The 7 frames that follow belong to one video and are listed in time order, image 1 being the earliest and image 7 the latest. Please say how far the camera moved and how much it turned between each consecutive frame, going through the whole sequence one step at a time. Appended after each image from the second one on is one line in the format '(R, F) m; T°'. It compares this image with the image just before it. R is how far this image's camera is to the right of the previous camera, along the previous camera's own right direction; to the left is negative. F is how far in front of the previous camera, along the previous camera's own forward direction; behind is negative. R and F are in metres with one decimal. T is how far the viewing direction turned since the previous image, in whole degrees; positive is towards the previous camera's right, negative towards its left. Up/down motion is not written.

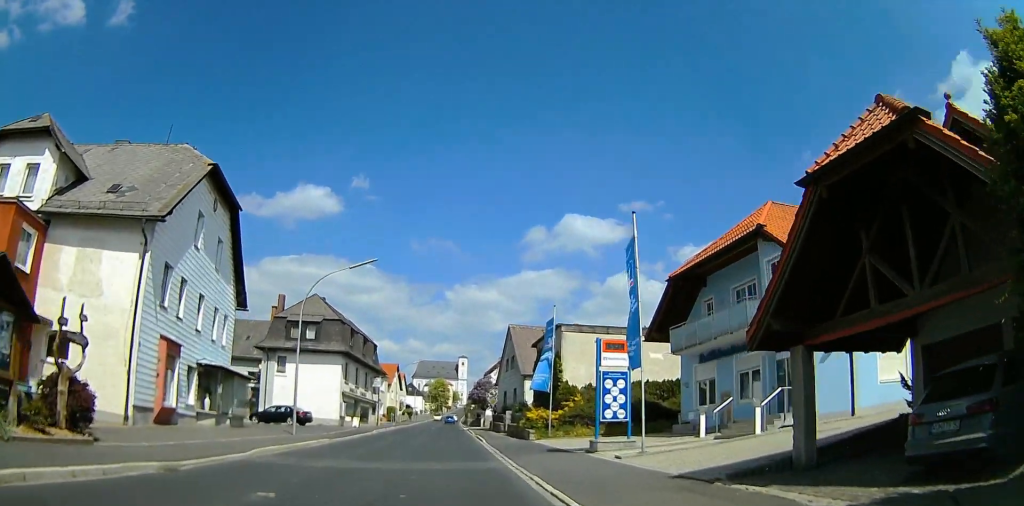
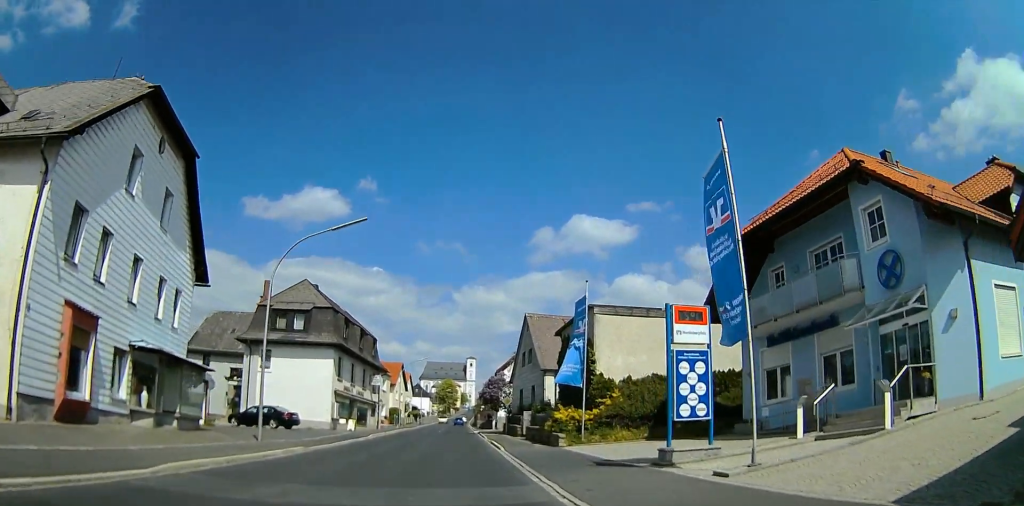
(0.0, +6.5) m; 0°
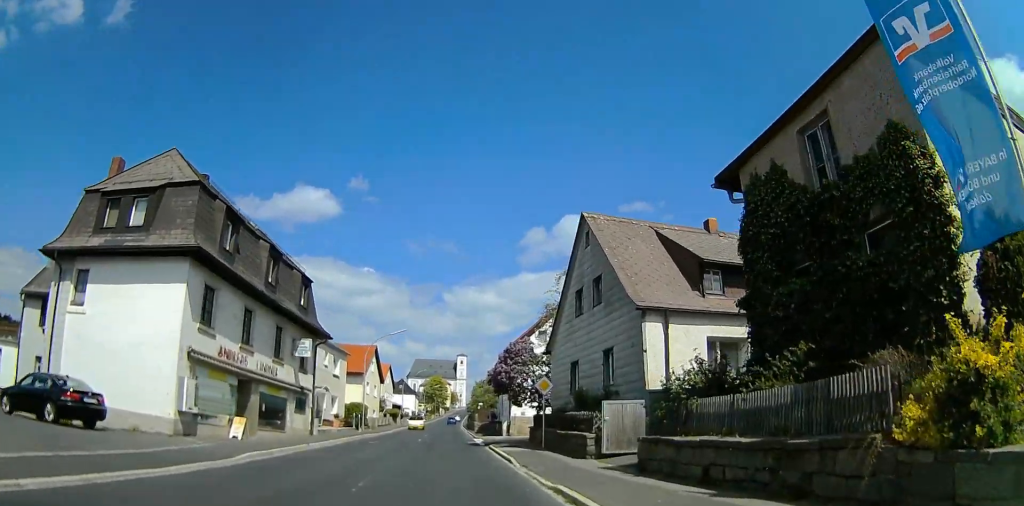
(+0.3, +23.0) m; +6°
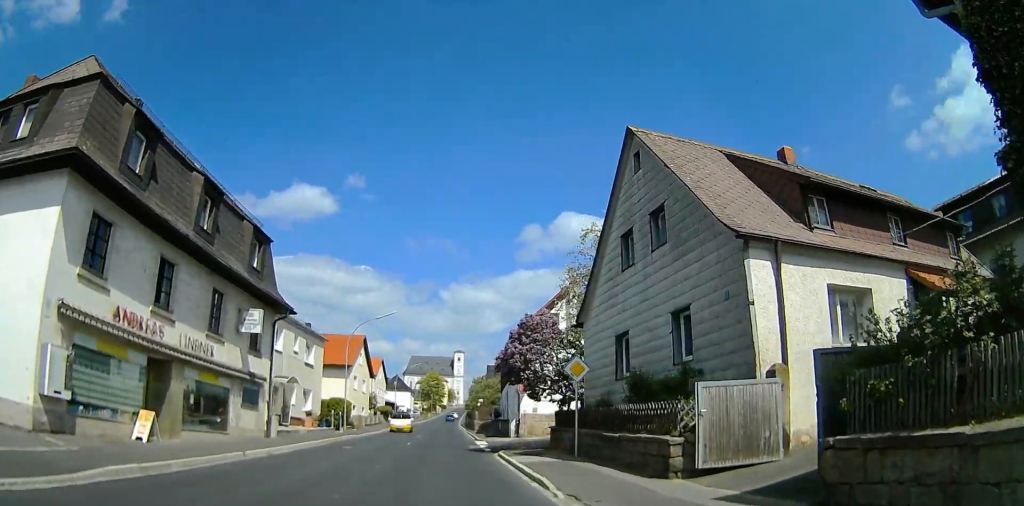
(+1.0, +6.9) m; -4°
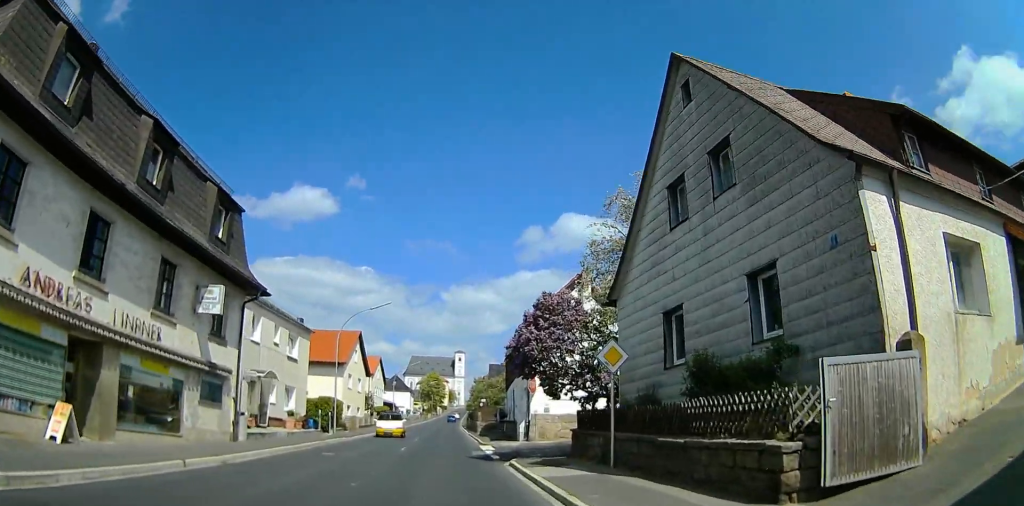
(-0.7, +4.0) m; -5°
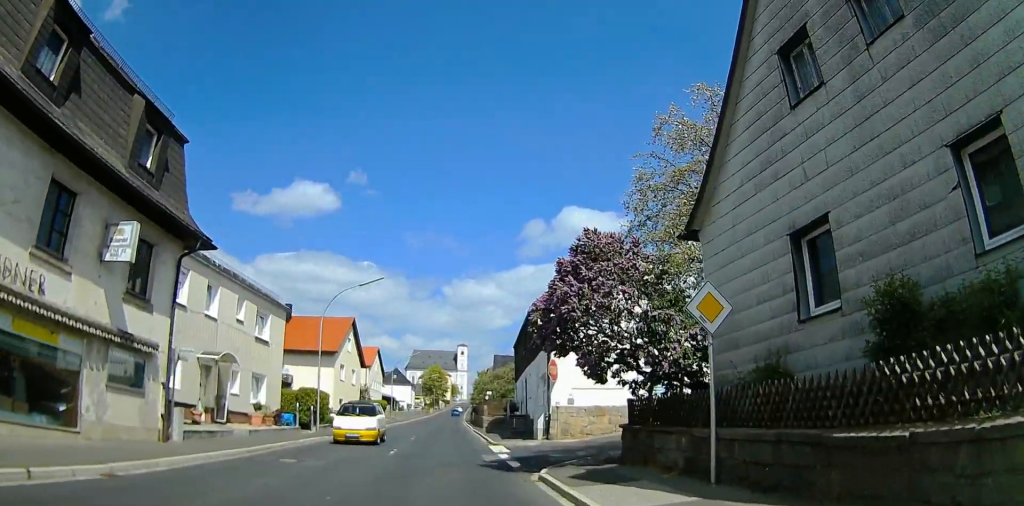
(-0.7, +6.0) m; -6°
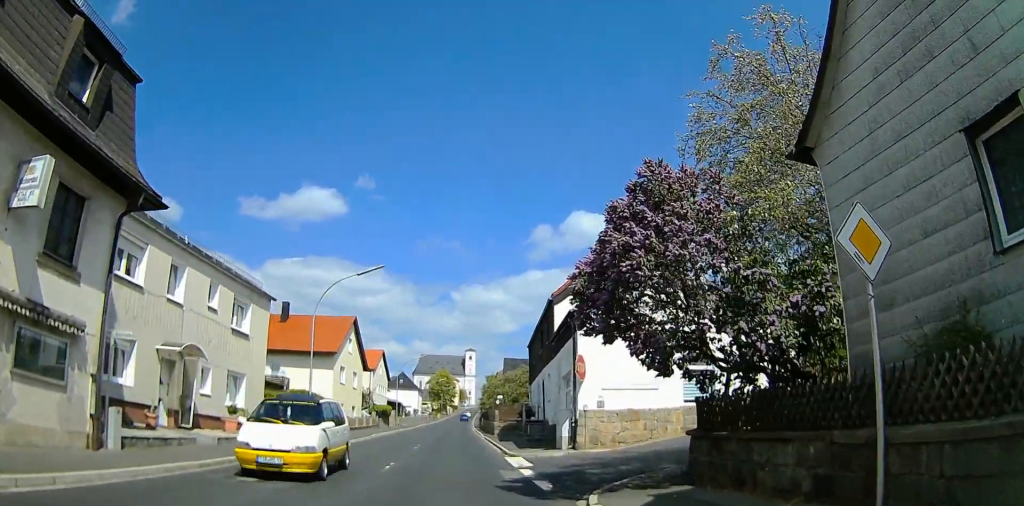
(-0.1, +4.1) m; +3°
